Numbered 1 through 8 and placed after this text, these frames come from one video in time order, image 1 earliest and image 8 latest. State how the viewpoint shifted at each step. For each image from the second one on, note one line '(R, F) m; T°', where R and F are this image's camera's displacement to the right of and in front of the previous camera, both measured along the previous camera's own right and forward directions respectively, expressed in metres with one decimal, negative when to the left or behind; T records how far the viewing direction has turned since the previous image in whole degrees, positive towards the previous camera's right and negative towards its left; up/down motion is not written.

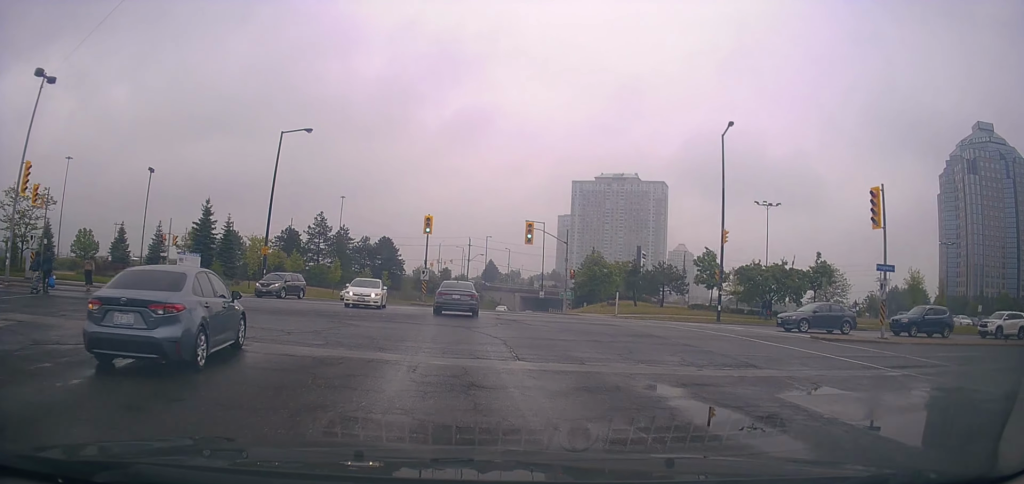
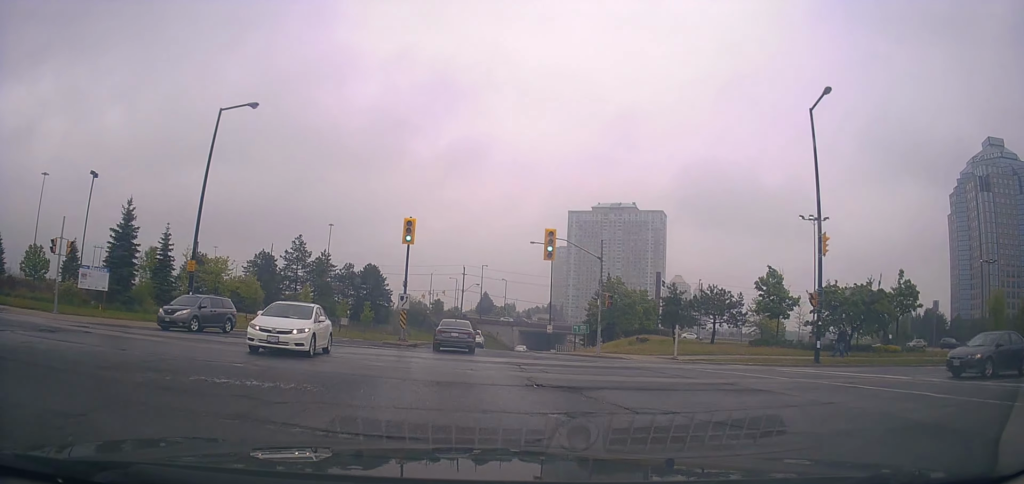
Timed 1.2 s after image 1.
(+0.3, +11.4) m; +3°
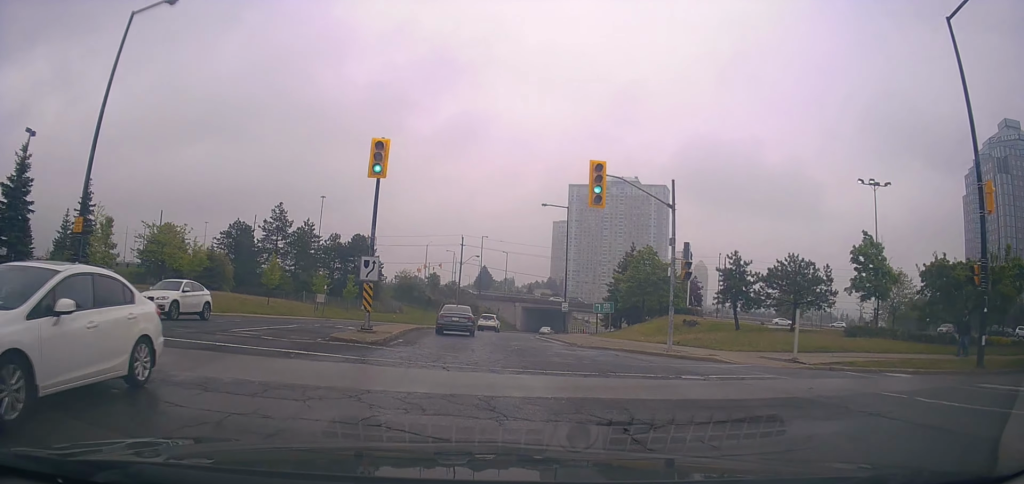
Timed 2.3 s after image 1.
(+0.1, +10.6) m; -2°
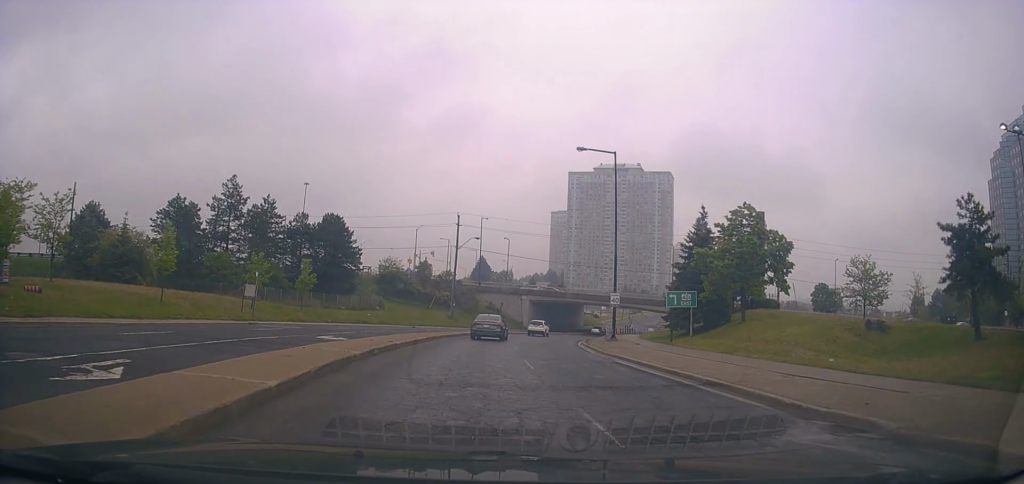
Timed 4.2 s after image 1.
(+0.2, +19.1) m; +3°
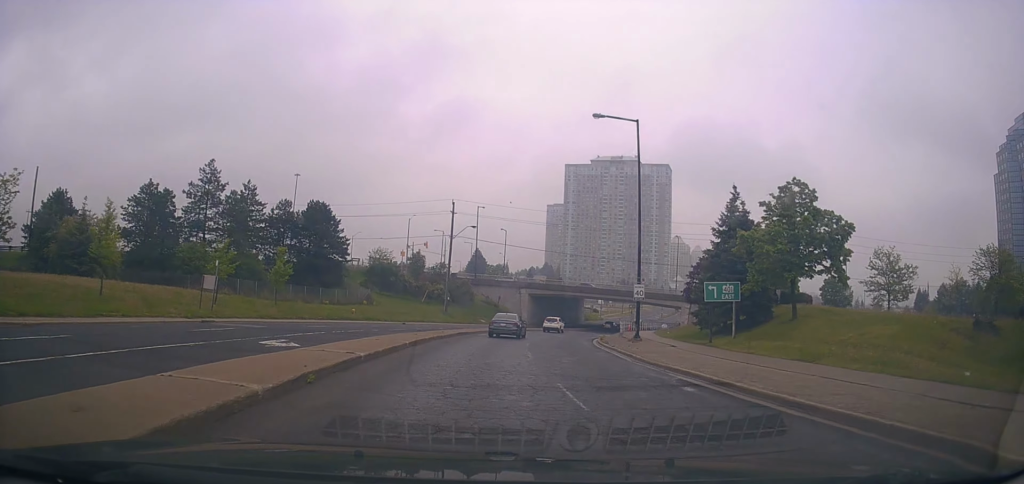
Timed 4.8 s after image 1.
(-0.1, +6.1) m; 0°
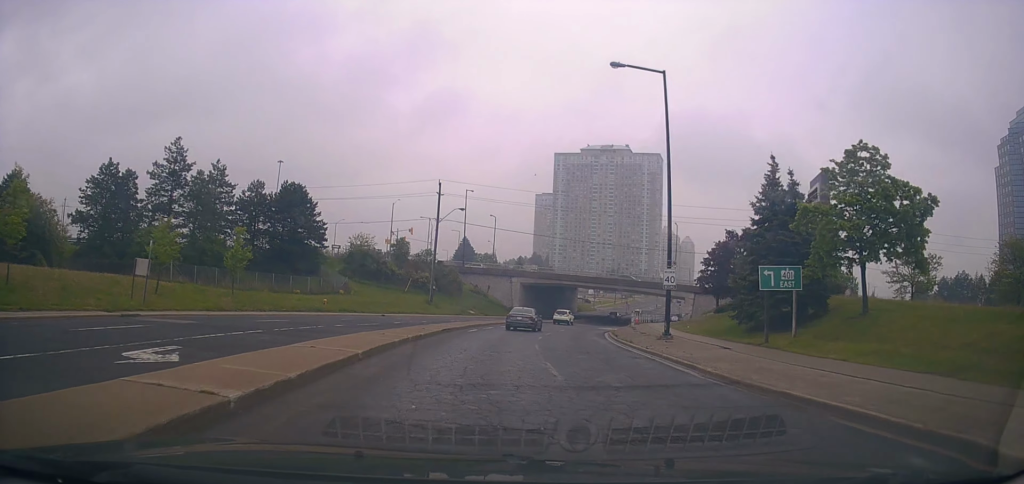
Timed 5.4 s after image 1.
(0.0, +6.2) m; 0°
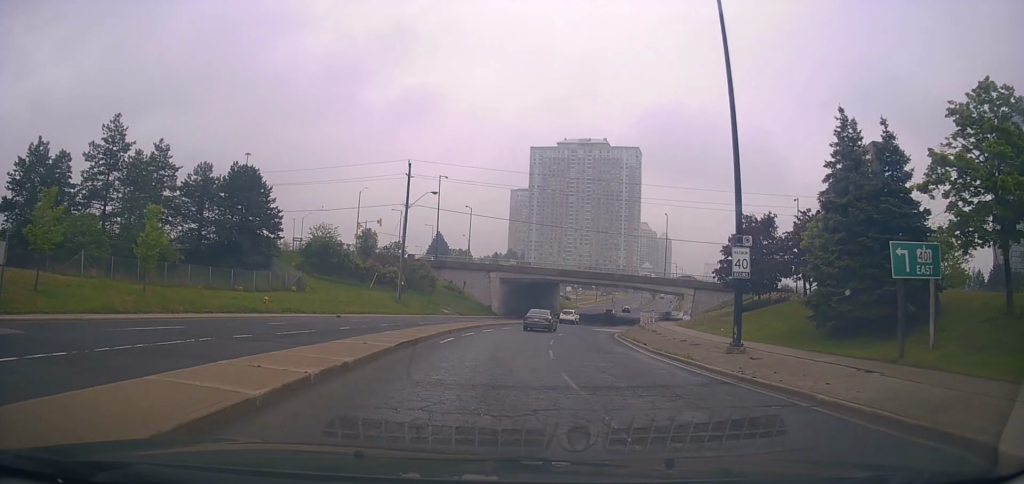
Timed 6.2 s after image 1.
(+0.1, +8.9) m; +1°
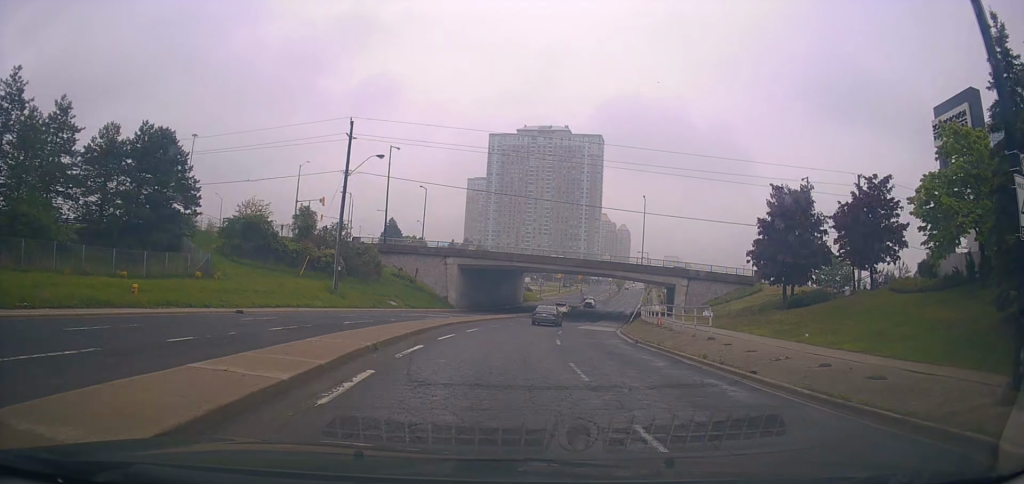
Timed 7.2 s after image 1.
(+0.2, +11.5) m; +3°
